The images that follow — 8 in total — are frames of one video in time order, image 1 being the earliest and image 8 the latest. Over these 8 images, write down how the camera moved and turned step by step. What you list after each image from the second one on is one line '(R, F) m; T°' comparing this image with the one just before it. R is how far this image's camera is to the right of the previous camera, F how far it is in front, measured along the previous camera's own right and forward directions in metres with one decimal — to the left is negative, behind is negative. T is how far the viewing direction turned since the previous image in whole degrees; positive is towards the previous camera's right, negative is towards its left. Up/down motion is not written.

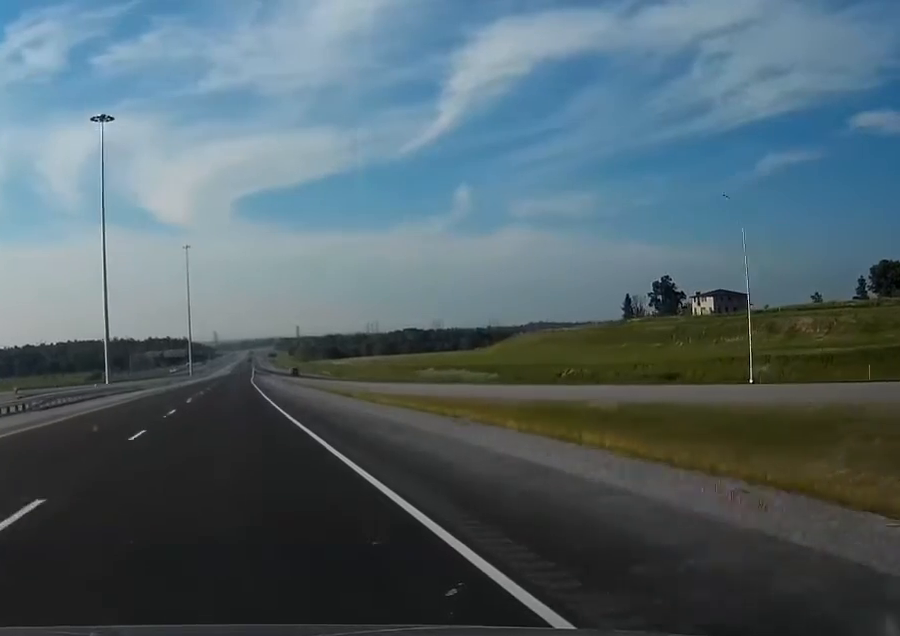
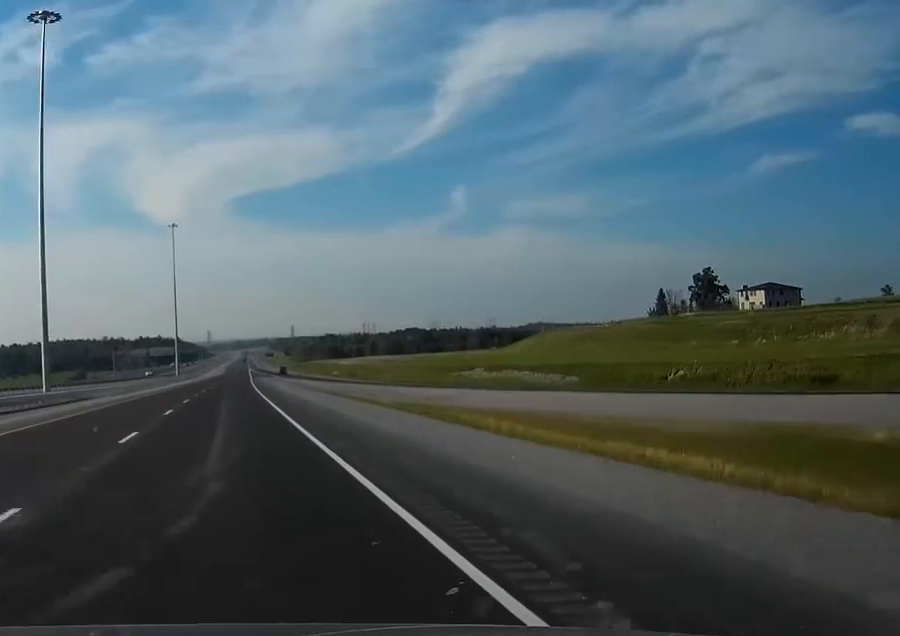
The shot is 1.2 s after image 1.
(+0.2, +36.4) m; 0°
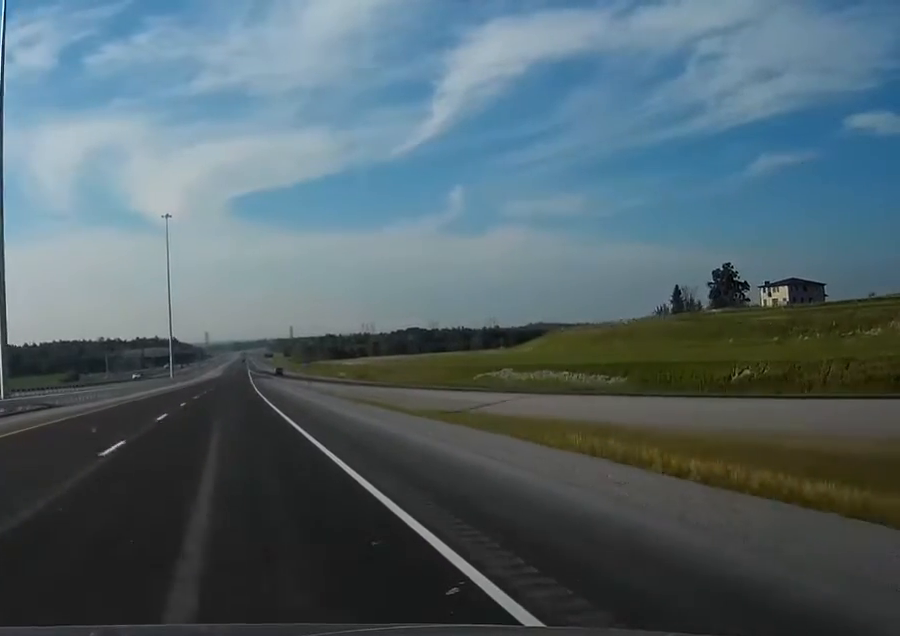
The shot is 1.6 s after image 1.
(0.0, +14.5) m; 0°
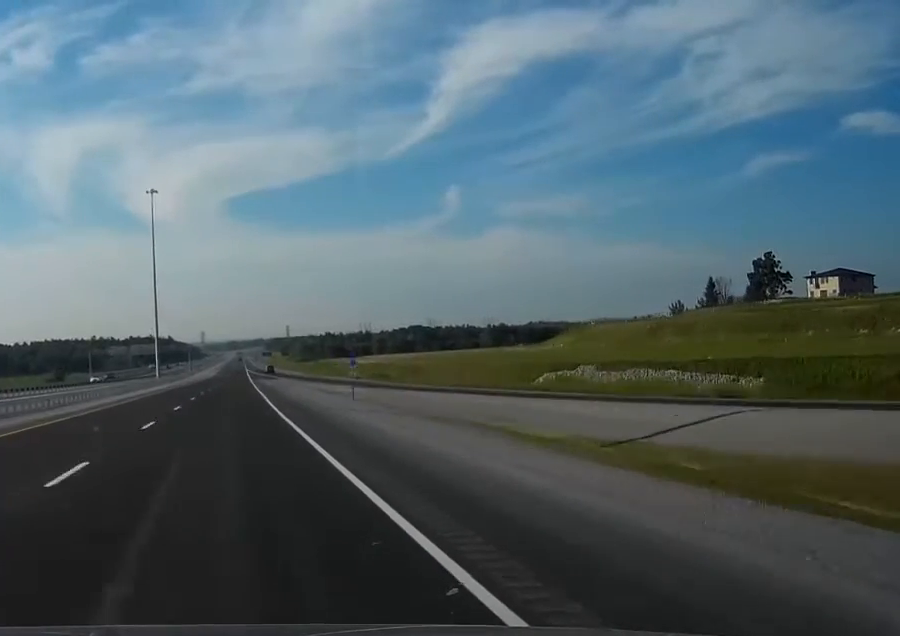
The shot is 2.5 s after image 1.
(0.0, +28.0) m; 0°
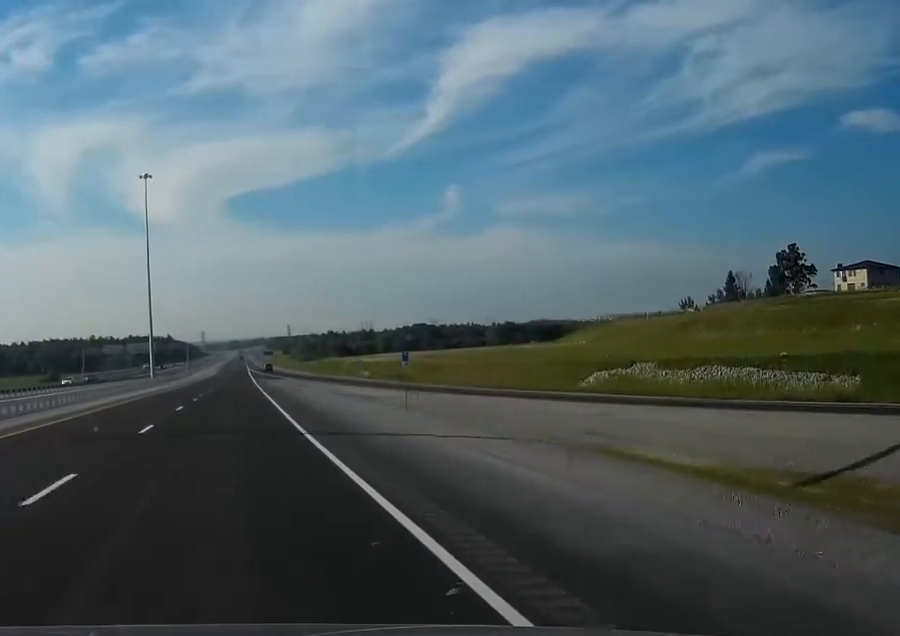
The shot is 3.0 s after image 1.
(0.0, +13.5) m; 0°
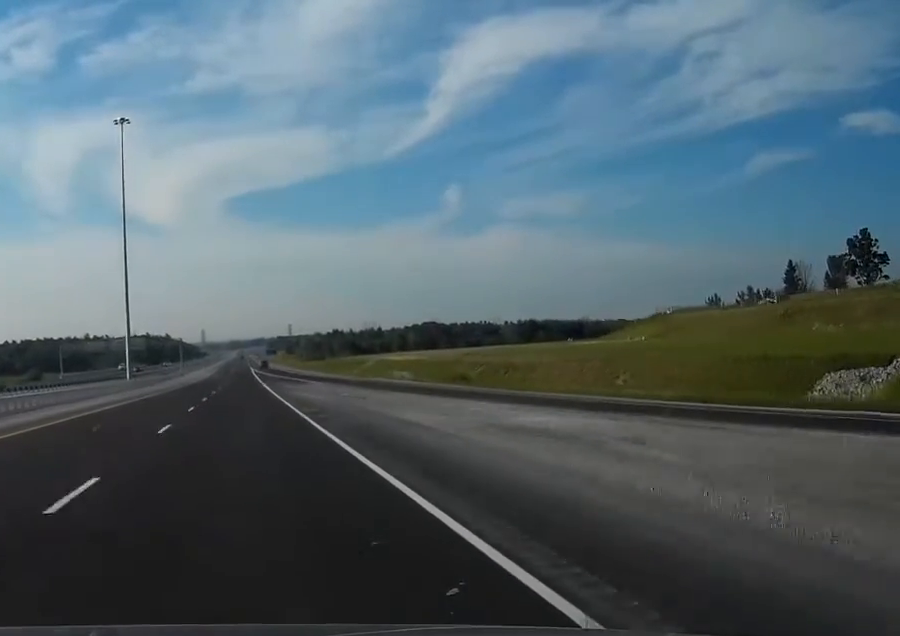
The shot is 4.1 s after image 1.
(+0.1, +36.2) m; 0°
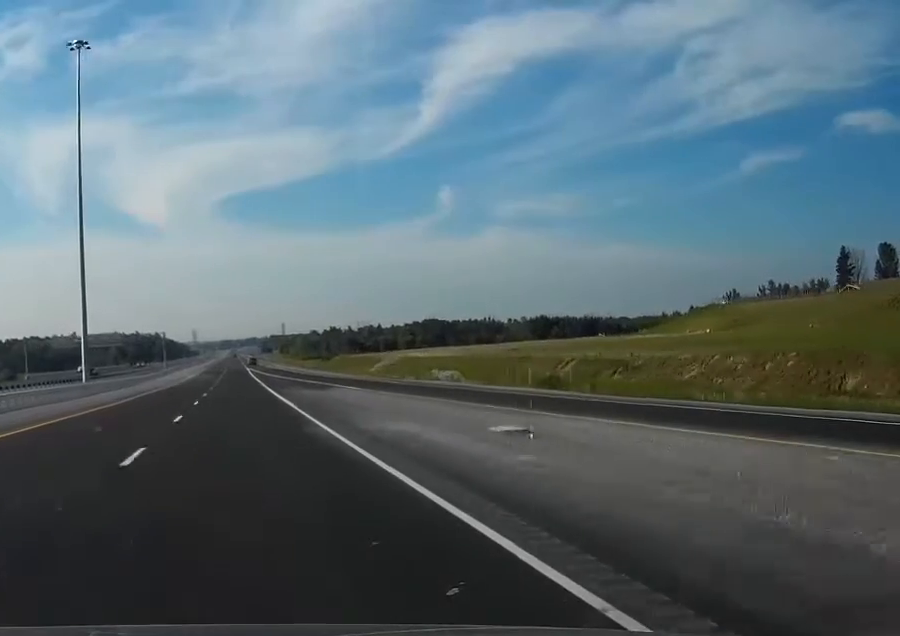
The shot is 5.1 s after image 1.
(+0.1, +31.0) m; 0°
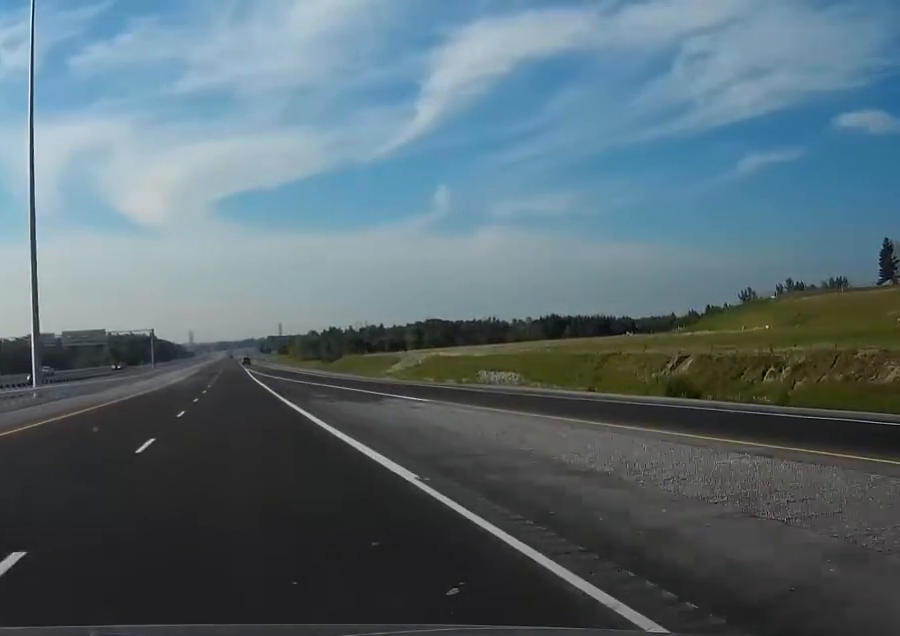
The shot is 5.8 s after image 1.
(0.0, +21.7) m; 0°
